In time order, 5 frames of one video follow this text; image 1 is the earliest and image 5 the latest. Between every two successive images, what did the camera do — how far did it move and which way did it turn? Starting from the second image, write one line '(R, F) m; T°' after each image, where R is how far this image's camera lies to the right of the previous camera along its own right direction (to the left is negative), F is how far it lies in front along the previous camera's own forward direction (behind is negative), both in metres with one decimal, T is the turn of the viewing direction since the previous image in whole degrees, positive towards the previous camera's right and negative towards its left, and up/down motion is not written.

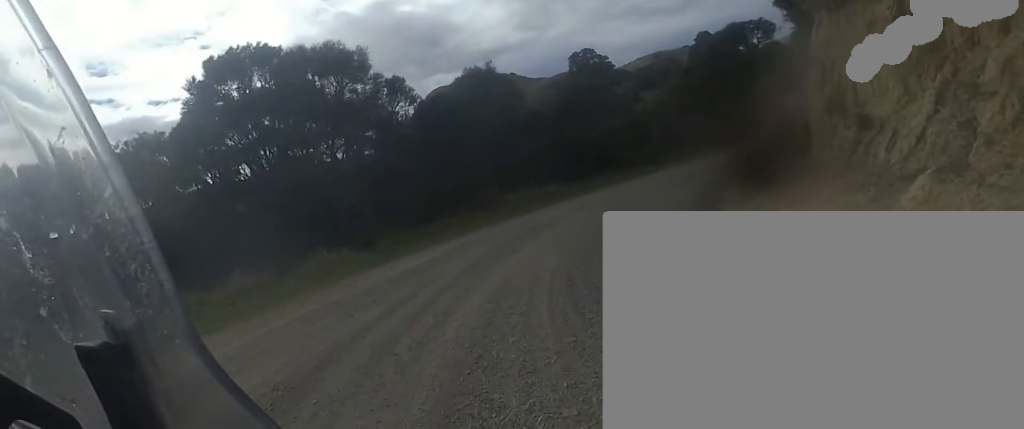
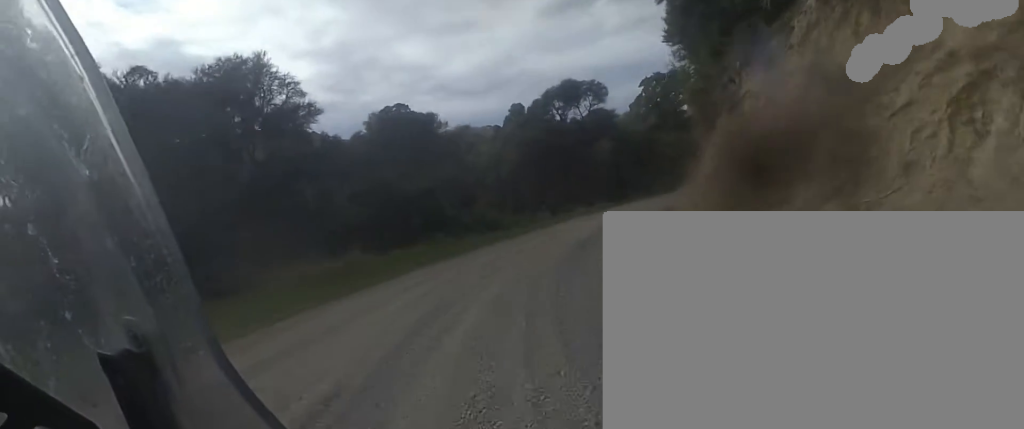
(+2.3, +11.5) m; +15°
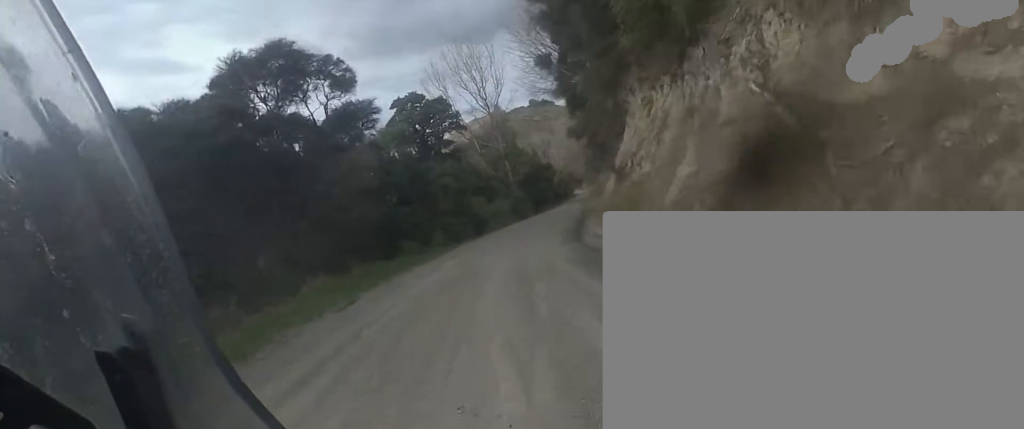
(+4.2, +19.1) m; +26°
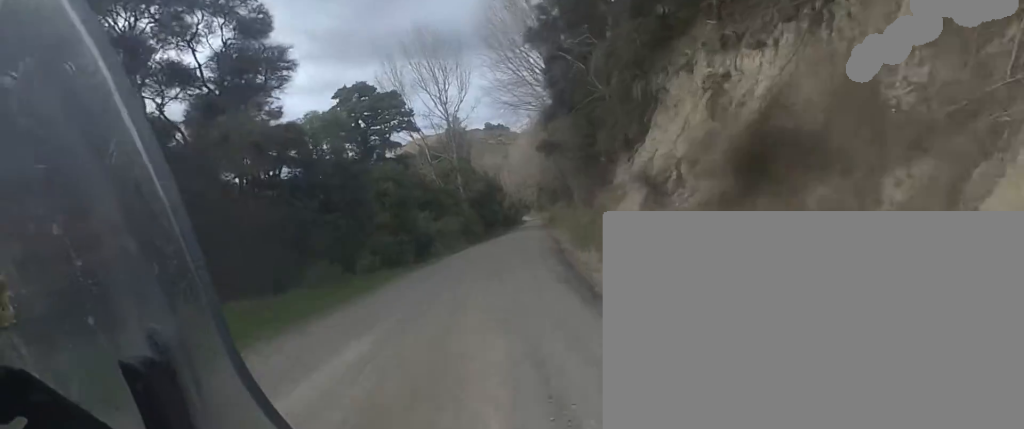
(+0.5, +7.5) m; +7°
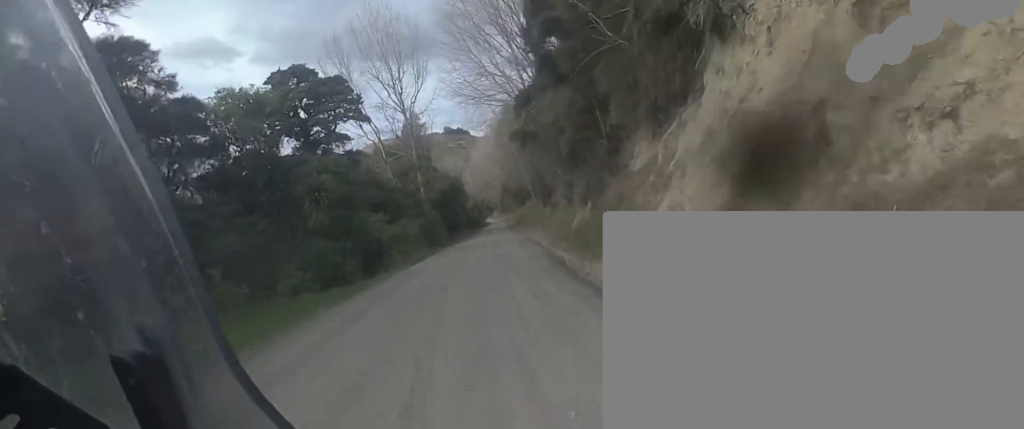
(+0.3, +5.6) m; +3°
